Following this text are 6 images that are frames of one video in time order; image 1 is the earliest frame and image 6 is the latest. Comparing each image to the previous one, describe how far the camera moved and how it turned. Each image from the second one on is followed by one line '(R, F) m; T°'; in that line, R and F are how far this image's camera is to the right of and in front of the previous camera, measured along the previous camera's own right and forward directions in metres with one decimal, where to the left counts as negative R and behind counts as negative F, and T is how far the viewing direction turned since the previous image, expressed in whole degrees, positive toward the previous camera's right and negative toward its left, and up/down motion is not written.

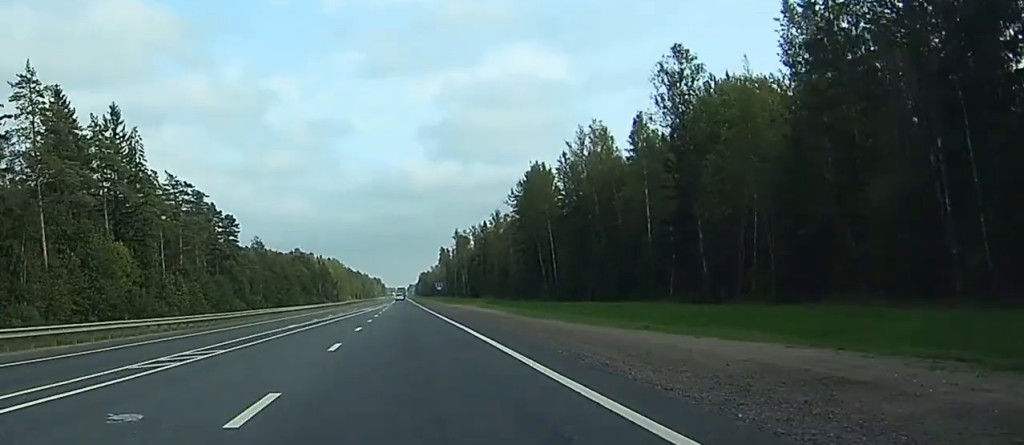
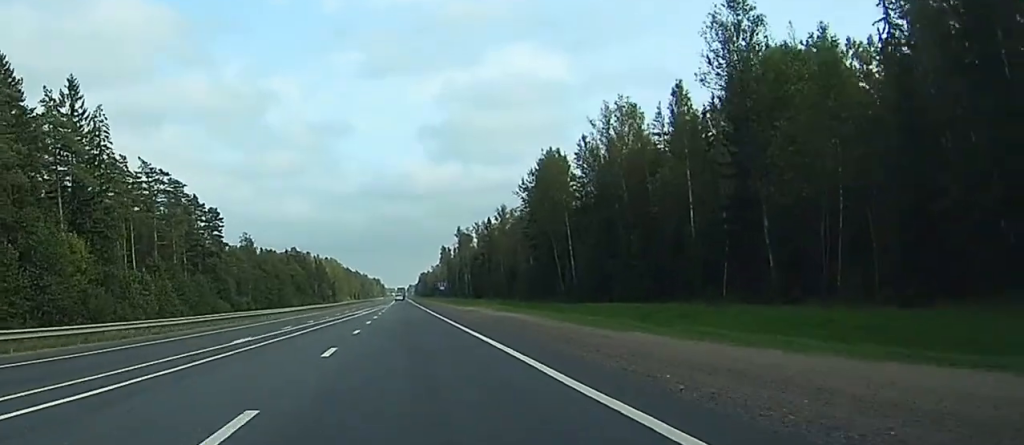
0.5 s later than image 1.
(0.0, +14.1) m; 0°
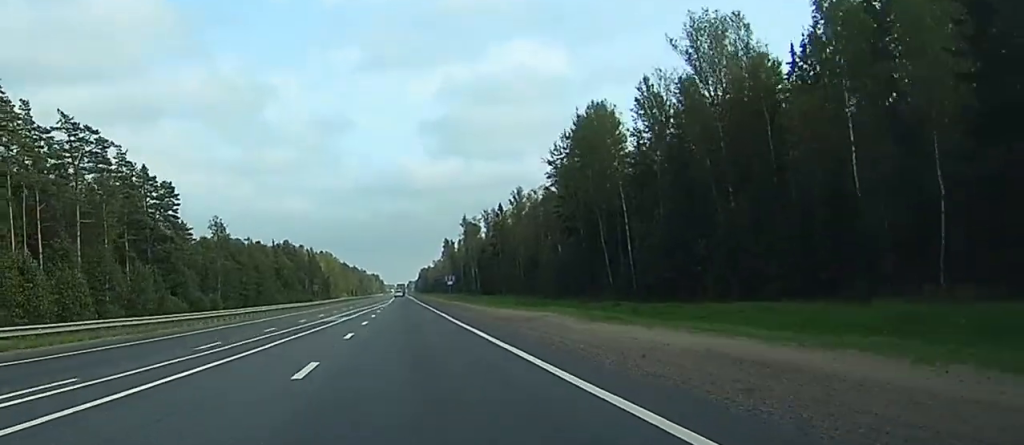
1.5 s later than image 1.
(0.0, +29.9) m; 0°
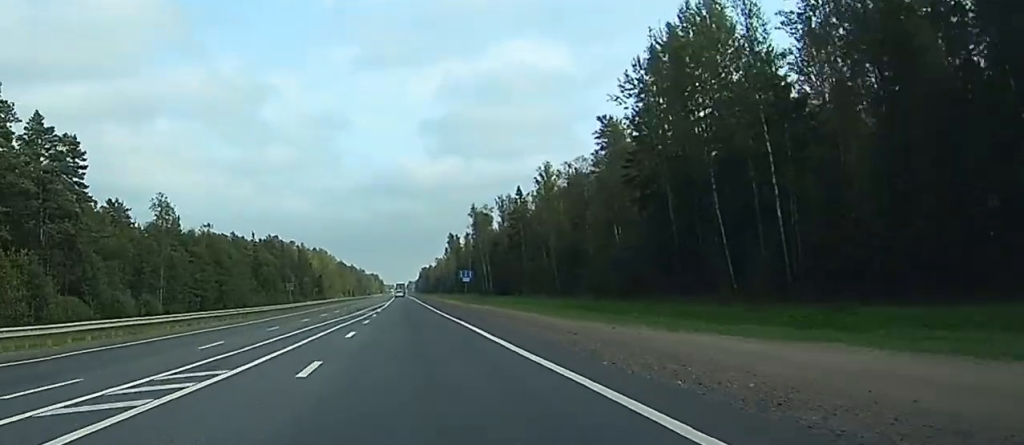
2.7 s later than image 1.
(0.0, +36.4) m; -1°
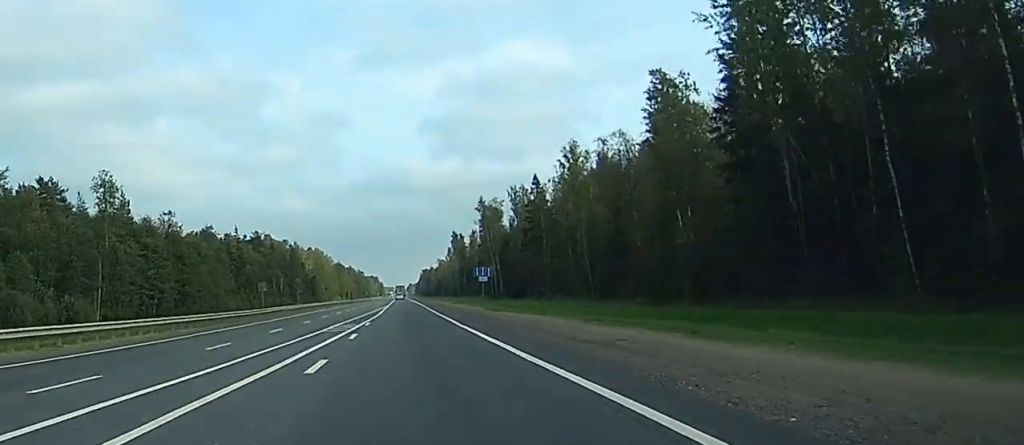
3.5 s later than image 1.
(-0.2, +23.2) m; -1°
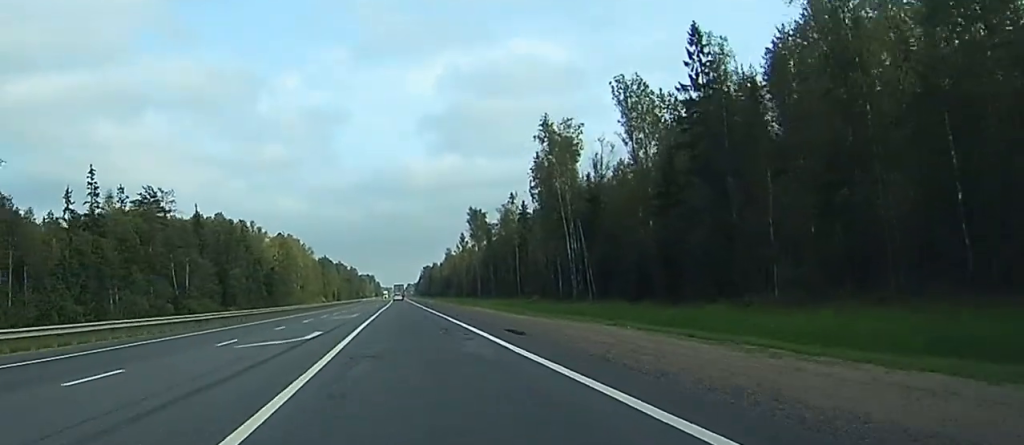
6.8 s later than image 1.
(+0.3, +94.6) m; +1°
